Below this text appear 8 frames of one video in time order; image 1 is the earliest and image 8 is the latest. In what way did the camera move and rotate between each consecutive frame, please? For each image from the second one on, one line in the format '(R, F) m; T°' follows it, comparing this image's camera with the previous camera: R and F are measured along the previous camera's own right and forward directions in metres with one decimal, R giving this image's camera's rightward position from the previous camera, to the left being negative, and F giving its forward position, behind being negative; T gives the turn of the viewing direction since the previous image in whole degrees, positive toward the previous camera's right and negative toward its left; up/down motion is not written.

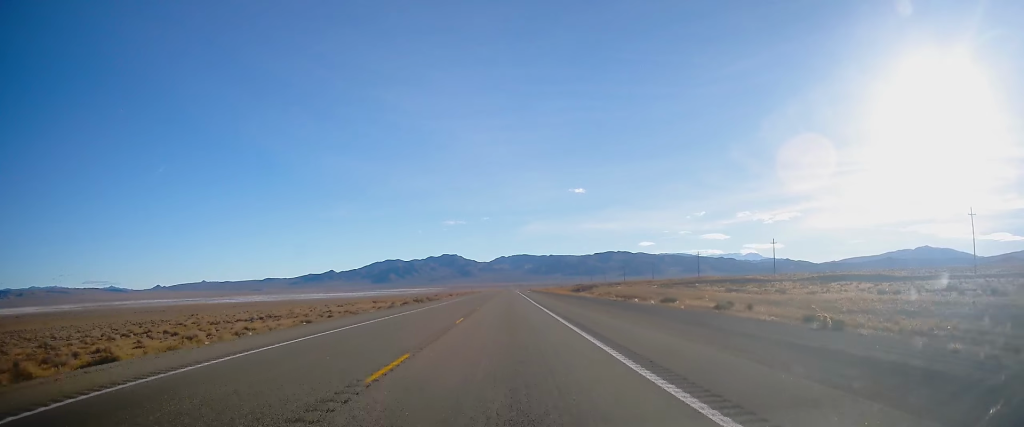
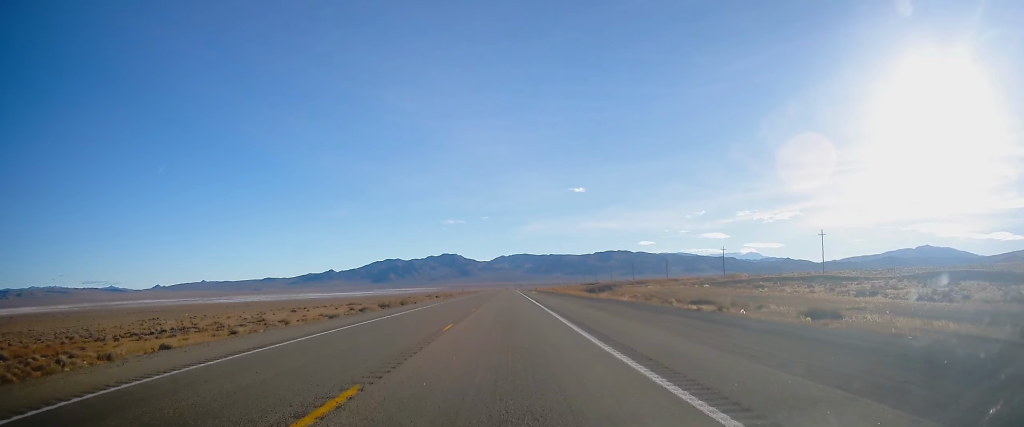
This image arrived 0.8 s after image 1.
(+0.2, +28.1) m; +1°
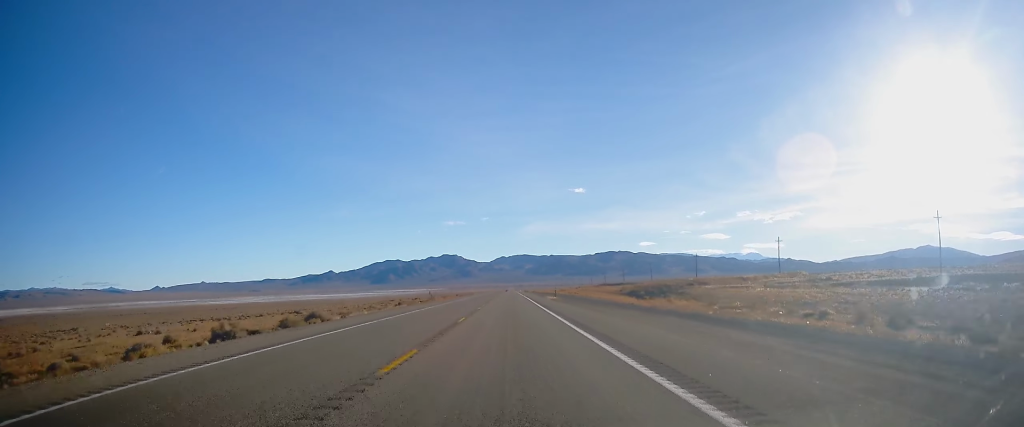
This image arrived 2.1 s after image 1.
(+0.3, +44.5) m; 0°
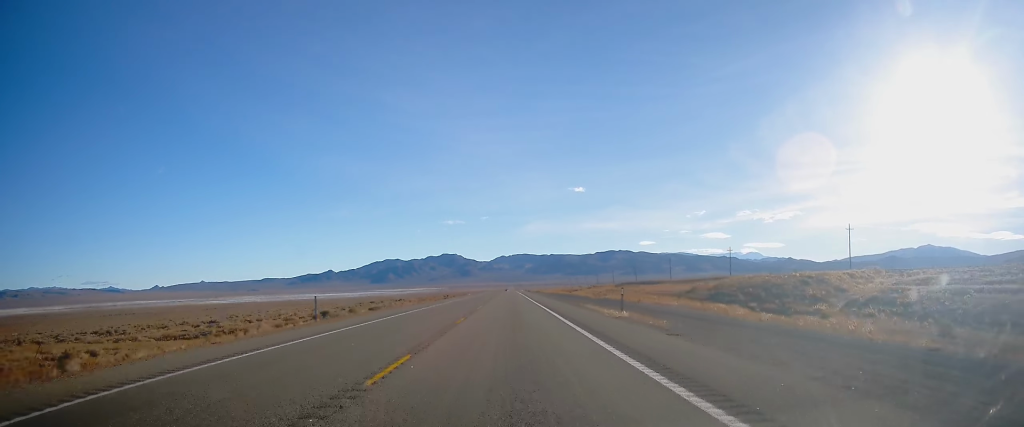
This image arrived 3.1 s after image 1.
(-0.4, +37.5) m; -1°
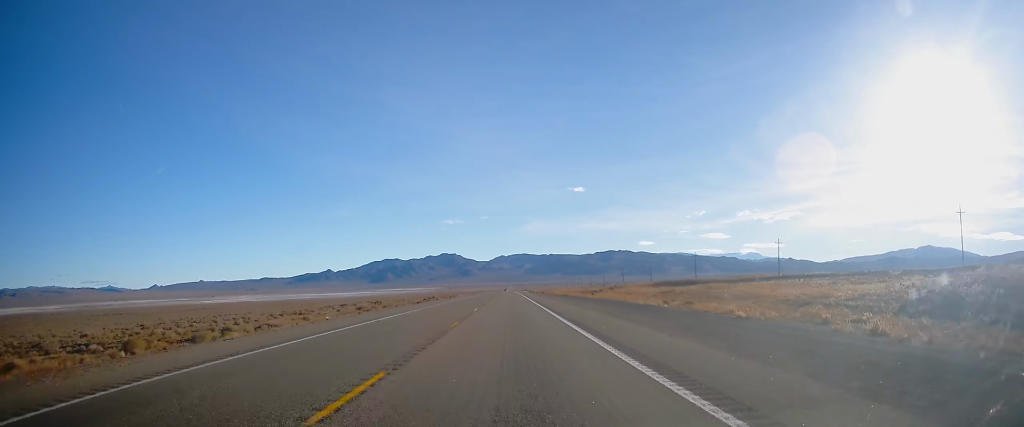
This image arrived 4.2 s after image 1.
(-0.1, +38.5) m; +1°
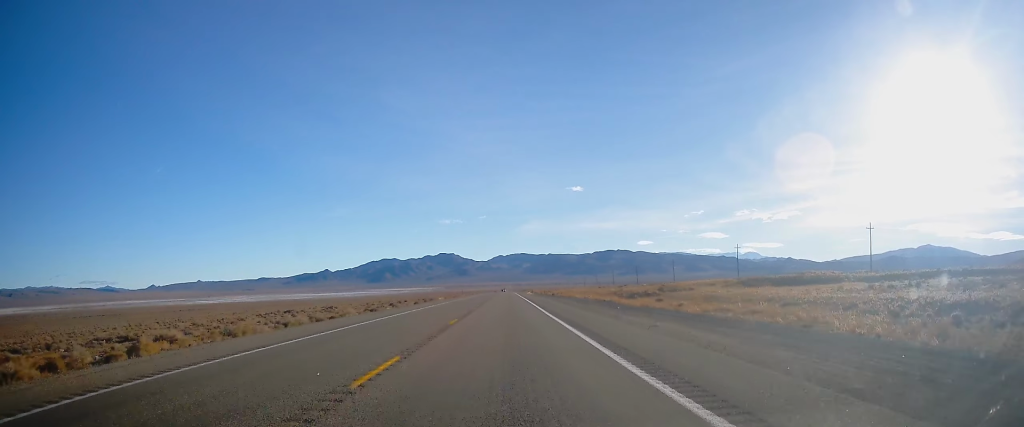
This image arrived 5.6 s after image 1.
(+0.3, +46.7) m; 0°
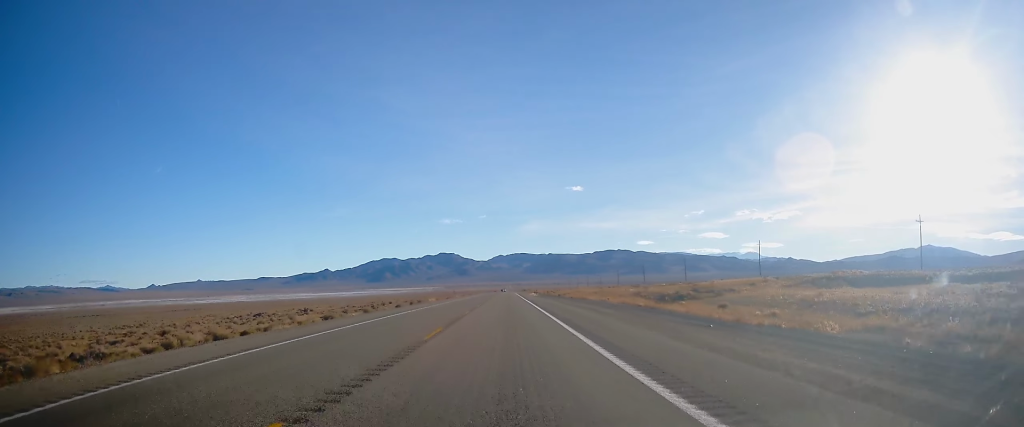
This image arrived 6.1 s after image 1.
(-0.2, +17.5) m; 0°
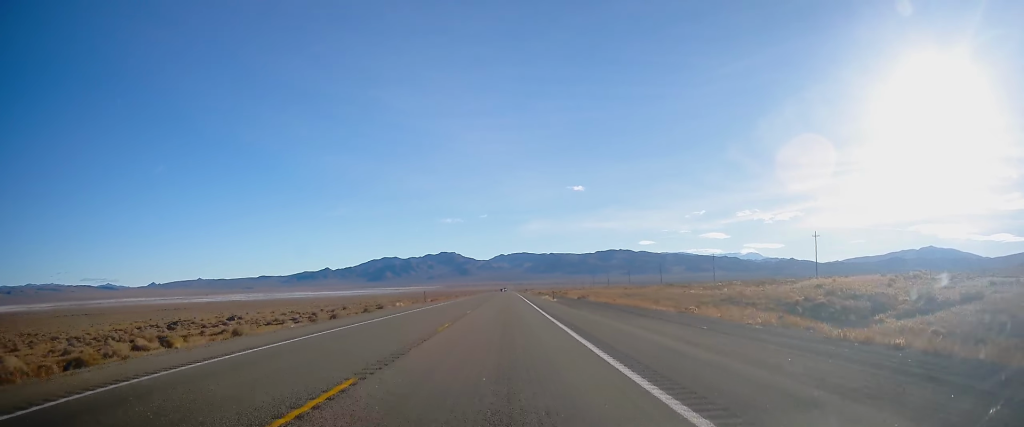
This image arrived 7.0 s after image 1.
(+0.2, +34.0) m; +1°
